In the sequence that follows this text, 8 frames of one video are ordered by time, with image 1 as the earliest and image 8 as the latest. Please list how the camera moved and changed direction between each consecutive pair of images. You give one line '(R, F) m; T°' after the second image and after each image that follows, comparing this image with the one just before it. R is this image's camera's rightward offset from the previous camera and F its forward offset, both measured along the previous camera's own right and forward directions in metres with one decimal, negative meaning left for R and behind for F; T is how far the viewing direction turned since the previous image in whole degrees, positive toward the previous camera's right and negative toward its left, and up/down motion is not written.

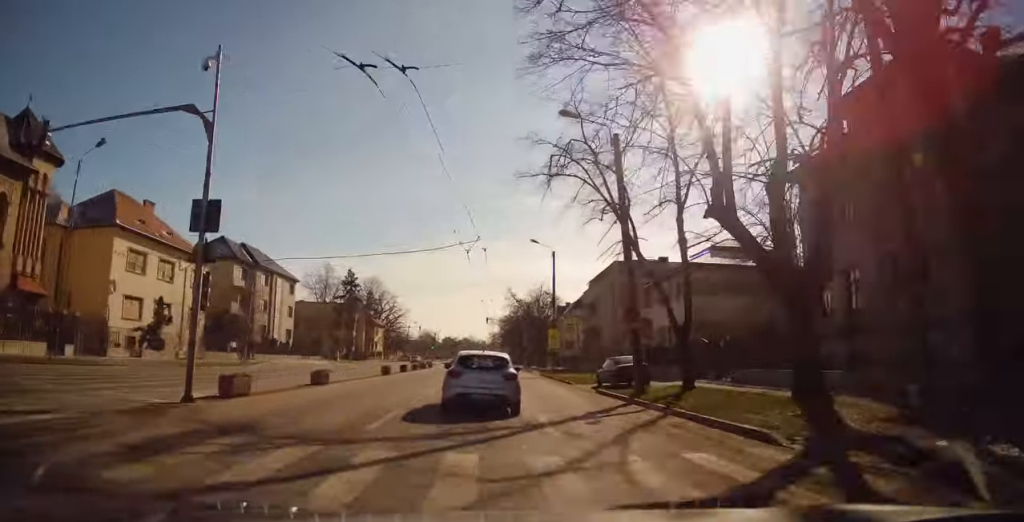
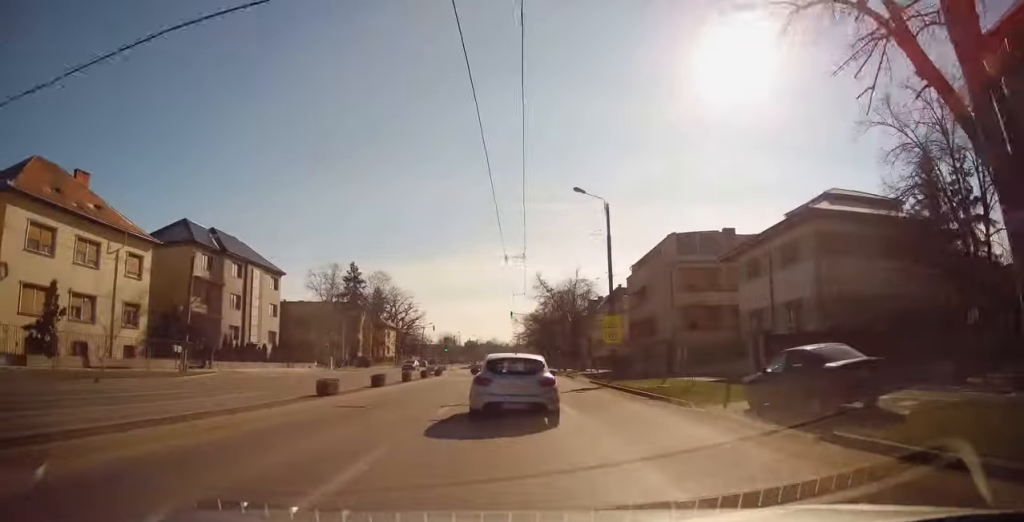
(-0.5, +14.3) m; -3°
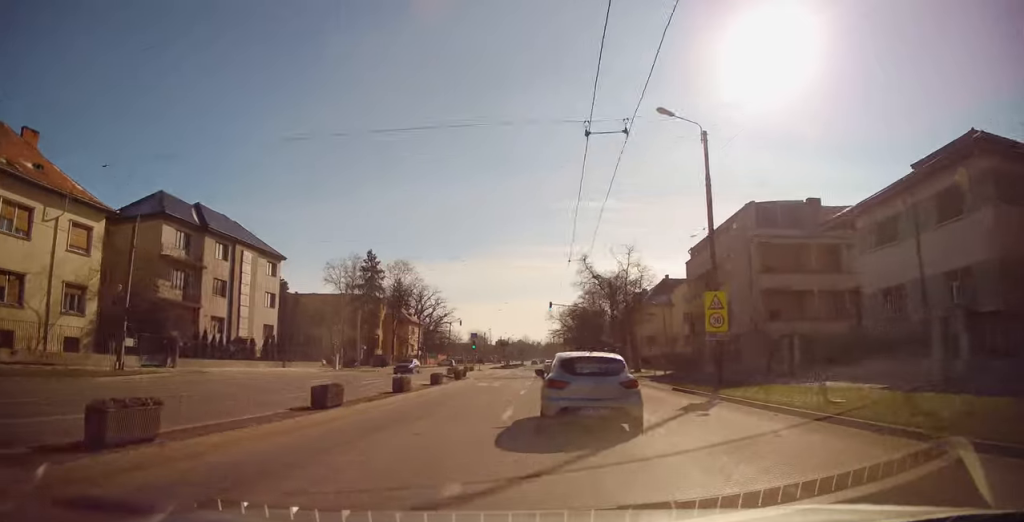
(-0.2, +10.4) m; -1°
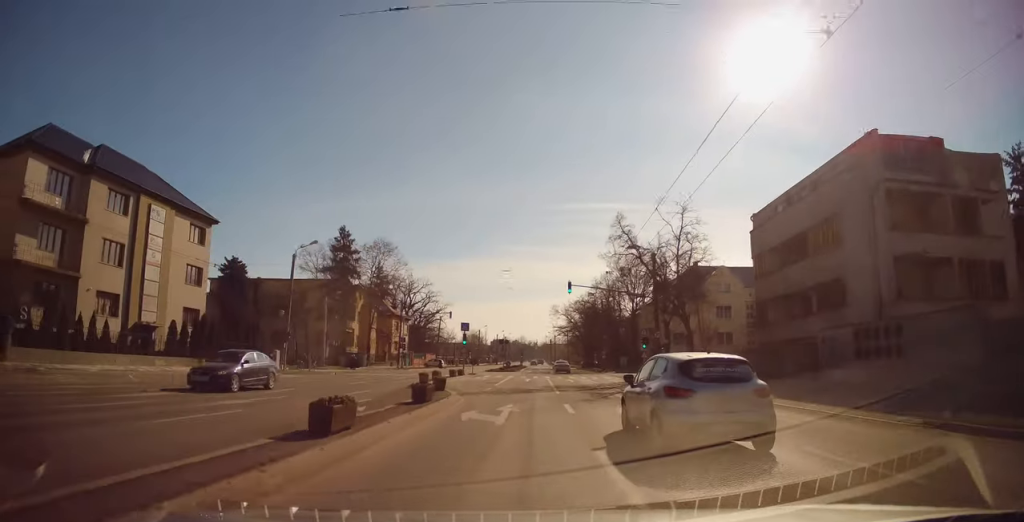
(-0.1, +15.1) m; 0°
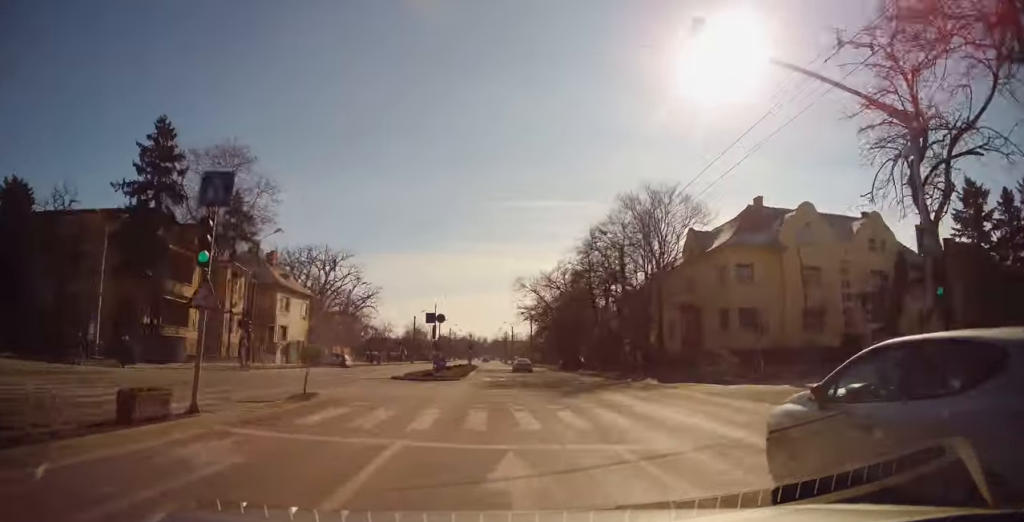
(+0.9, +33.3) m; +3°
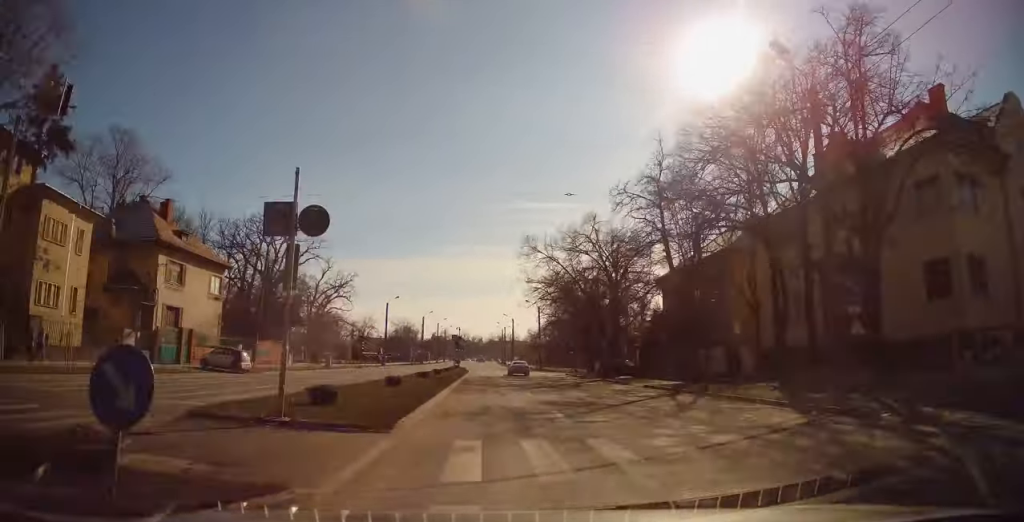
(+0.1, +24.5) m; 0°
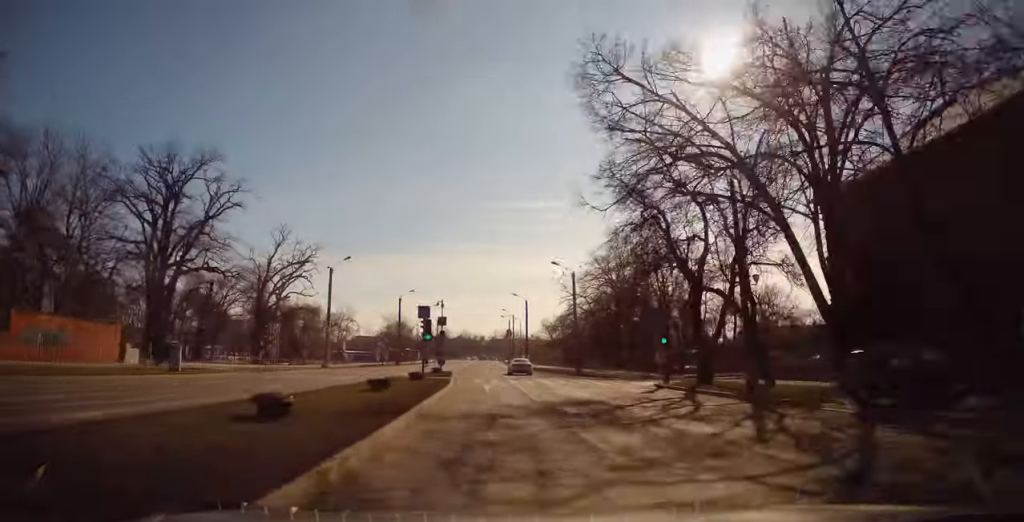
(+0.6, +30.3) m; +1°
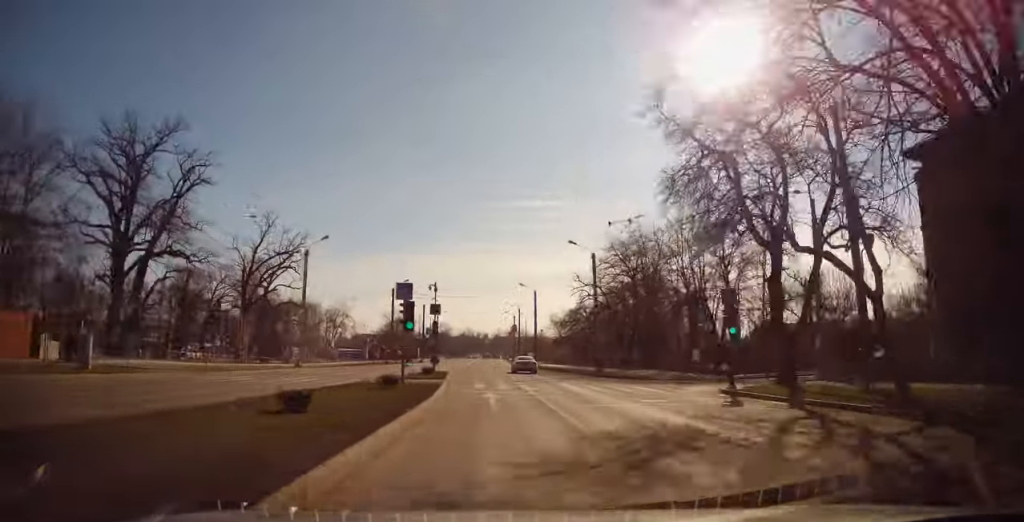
(+0.1, +8.0) m; -1°
